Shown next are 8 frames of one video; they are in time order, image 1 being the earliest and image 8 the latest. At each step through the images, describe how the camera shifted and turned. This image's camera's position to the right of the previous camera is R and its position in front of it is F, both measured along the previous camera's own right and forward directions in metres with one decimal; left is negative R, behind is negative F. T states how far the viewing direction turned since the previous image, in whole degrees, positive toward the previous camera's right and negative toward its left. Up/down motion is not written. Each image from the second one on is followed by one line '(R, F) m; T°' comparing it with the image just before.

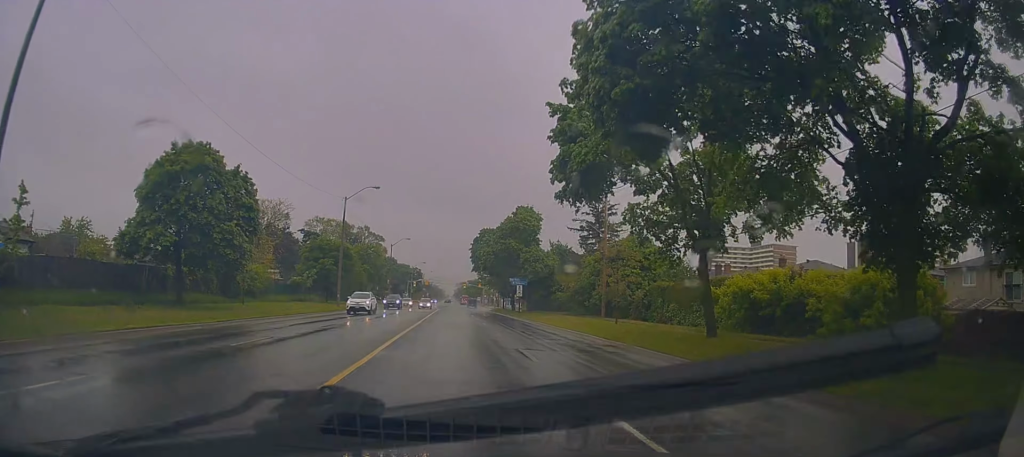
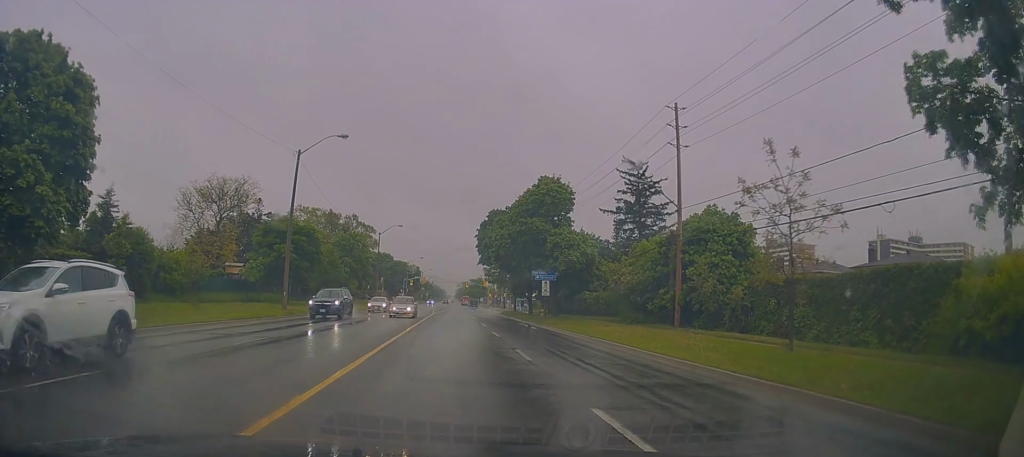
(-0.5, +17.3) m; -1°
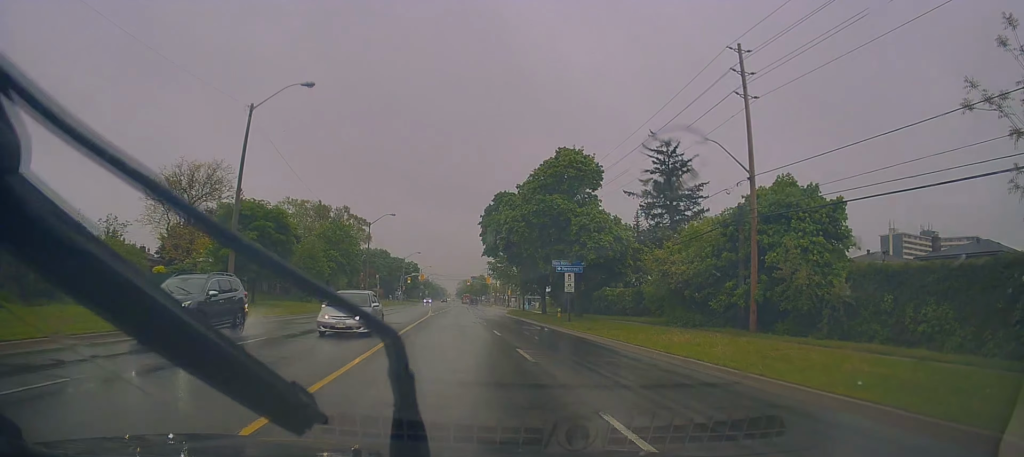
(0.0, +8.9) m; 0°
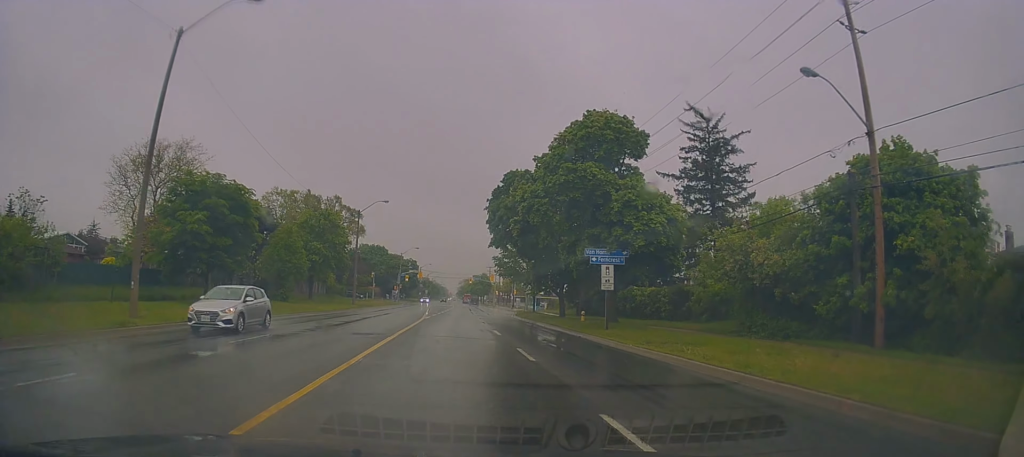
(+0.5, +9.2) m; -1°
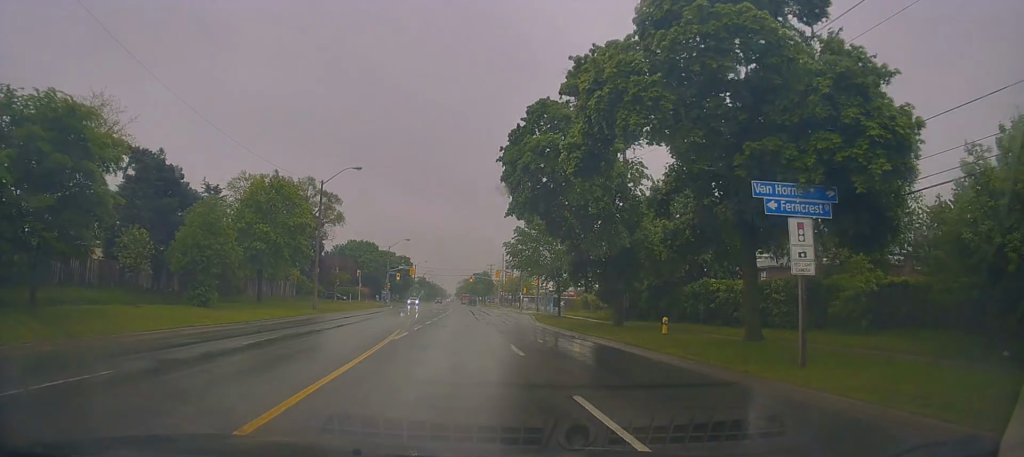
(-0.7, +16.3) m; 0°
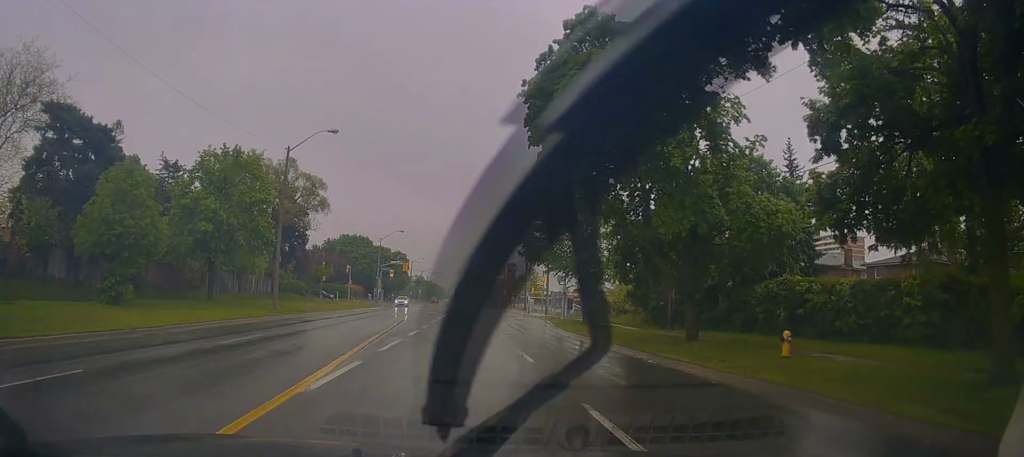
(+0.6, +9.4) m; +1°
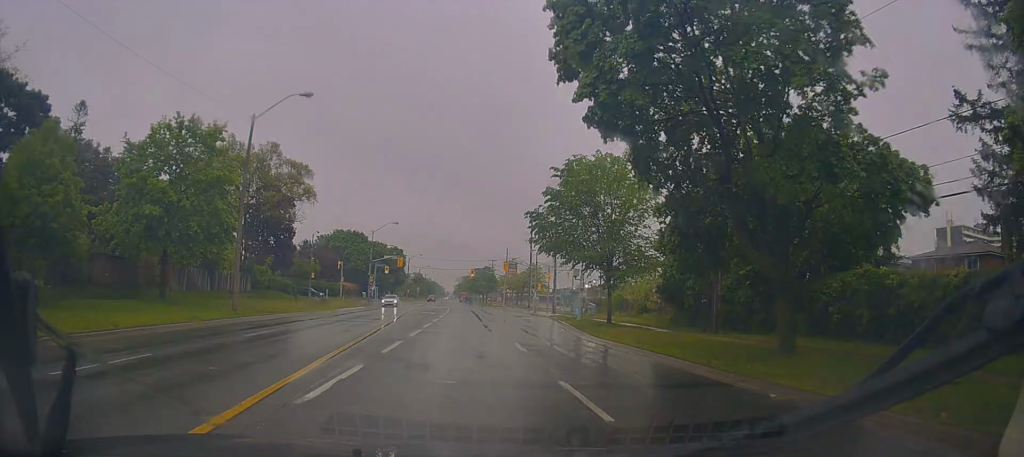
(0.0, +6.7) m; 0°
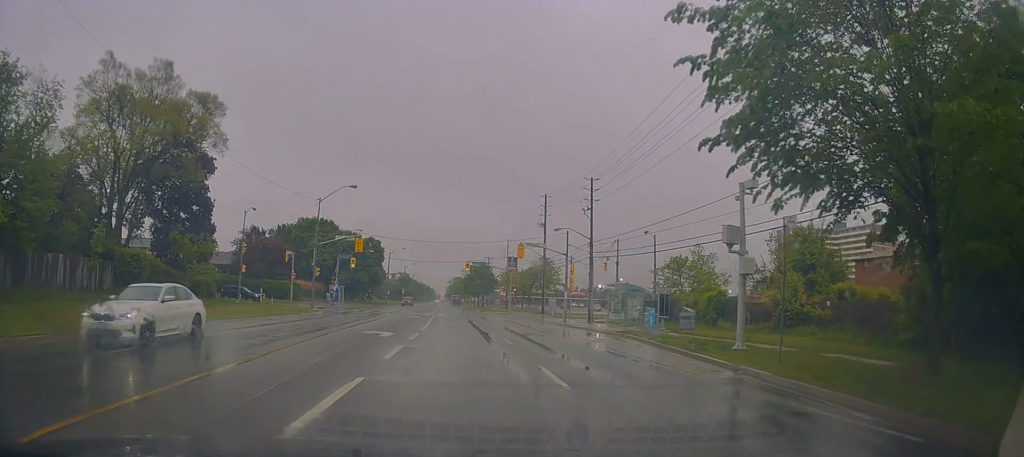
(-0.4, +24.2) m; 0°
